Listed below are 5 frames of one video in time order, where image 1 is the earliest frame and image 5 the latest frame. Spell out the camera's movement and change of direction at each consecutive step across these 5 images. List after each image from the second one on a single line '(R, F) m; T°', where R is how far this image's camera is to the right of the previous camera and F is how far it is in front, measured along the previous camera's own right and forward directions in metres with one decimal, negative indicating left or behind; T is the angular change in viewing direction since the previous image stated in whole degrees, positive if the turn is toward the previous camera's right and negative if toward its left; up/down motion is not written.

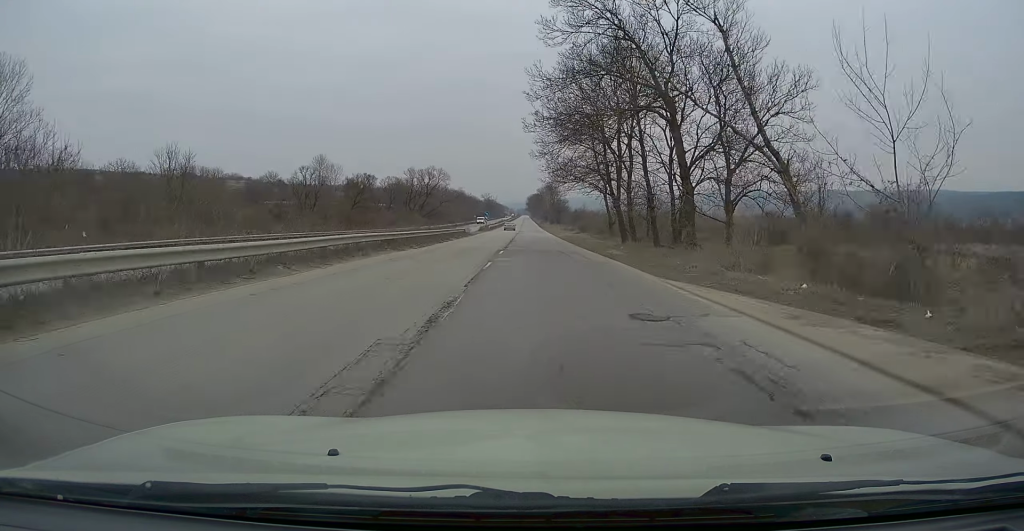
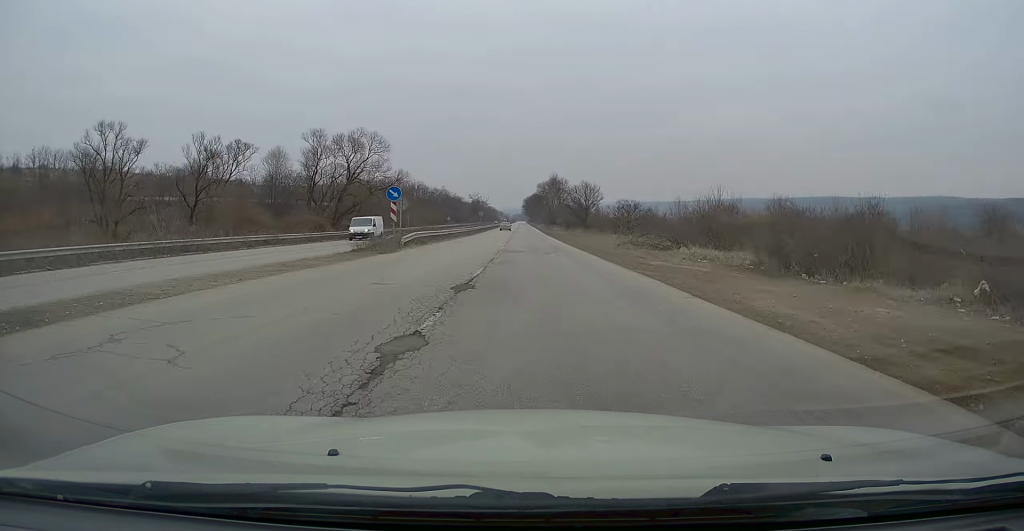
(+0.6, +64.8) m; +1°
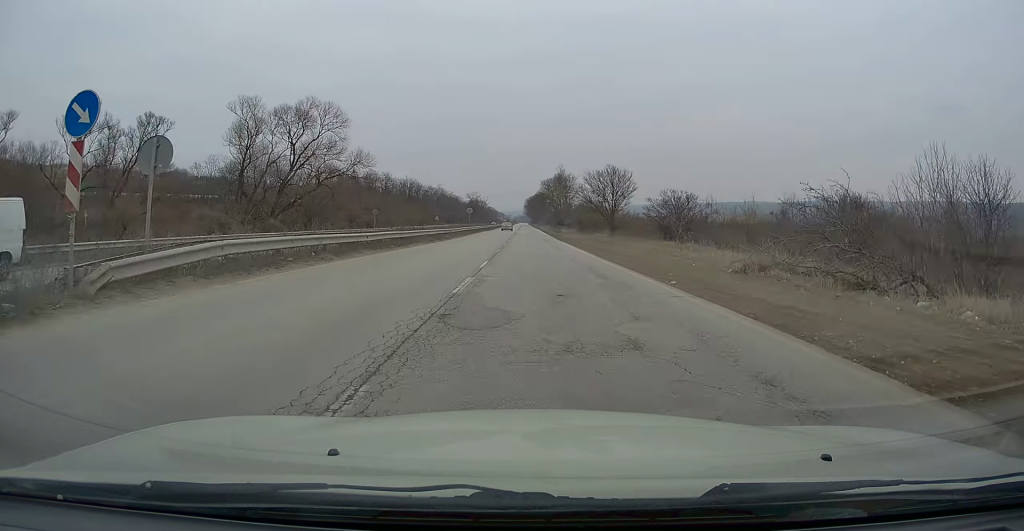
(0.0, +21.8) m; 0°
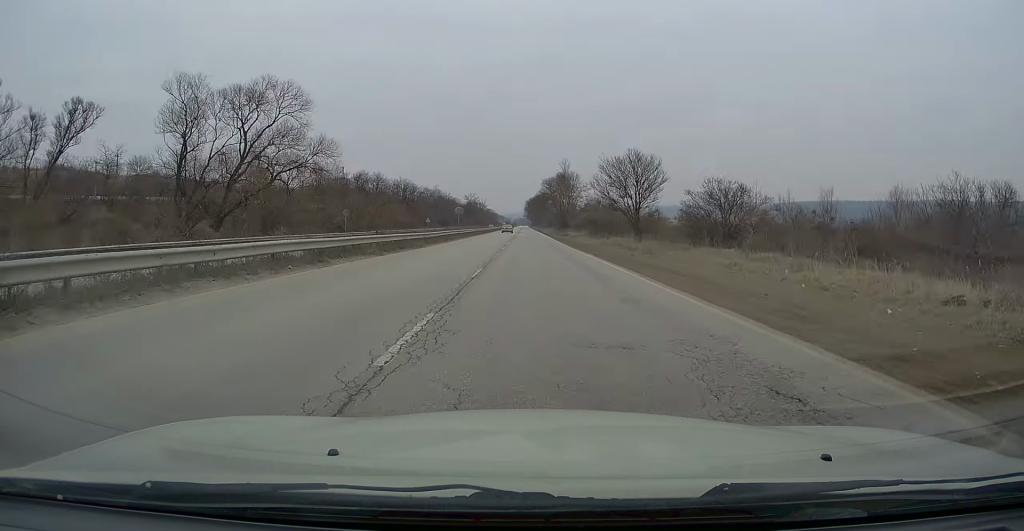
(+0.1, +11.8) m; 0°
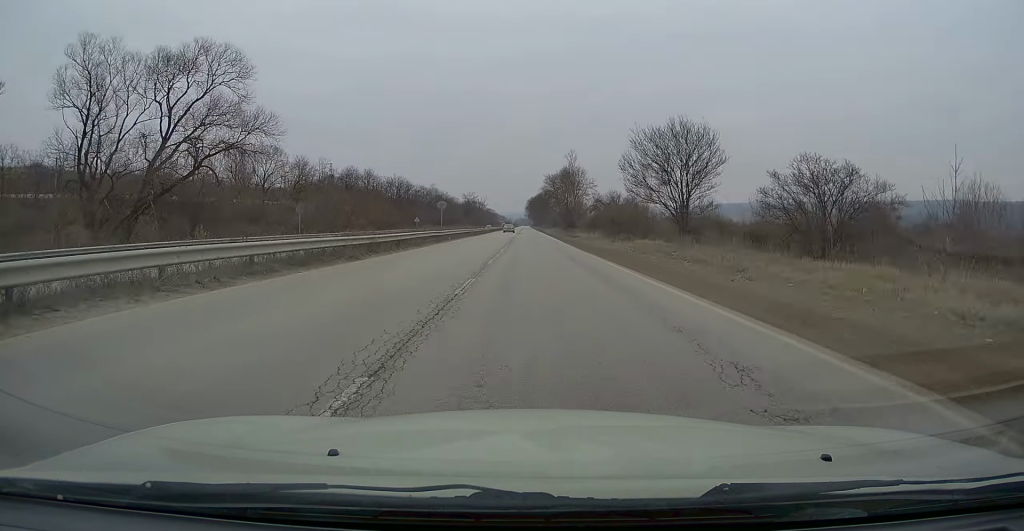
(-0.2, +12.6) m; 0°
